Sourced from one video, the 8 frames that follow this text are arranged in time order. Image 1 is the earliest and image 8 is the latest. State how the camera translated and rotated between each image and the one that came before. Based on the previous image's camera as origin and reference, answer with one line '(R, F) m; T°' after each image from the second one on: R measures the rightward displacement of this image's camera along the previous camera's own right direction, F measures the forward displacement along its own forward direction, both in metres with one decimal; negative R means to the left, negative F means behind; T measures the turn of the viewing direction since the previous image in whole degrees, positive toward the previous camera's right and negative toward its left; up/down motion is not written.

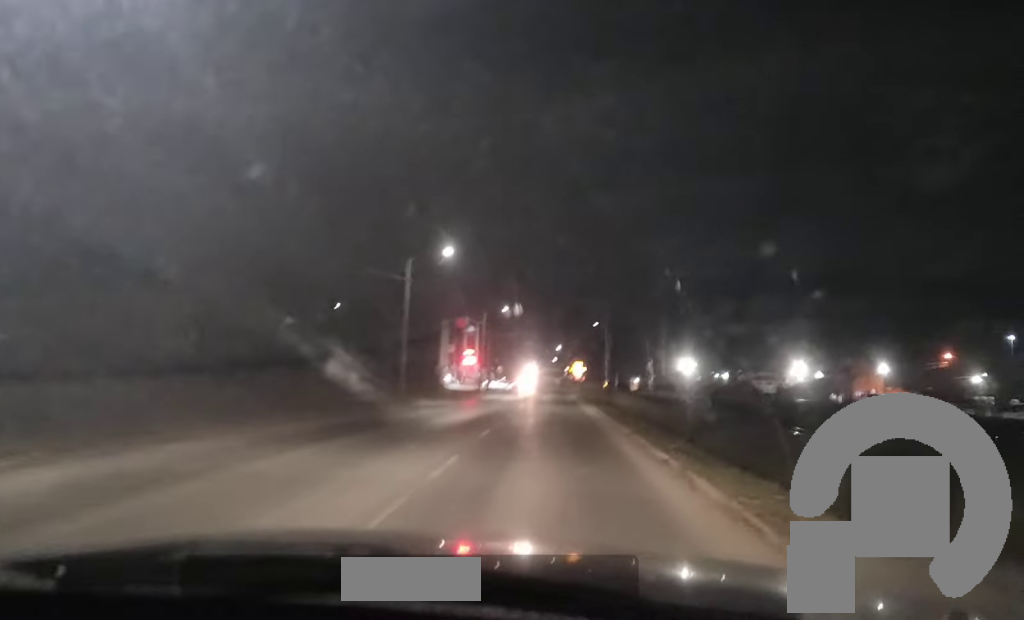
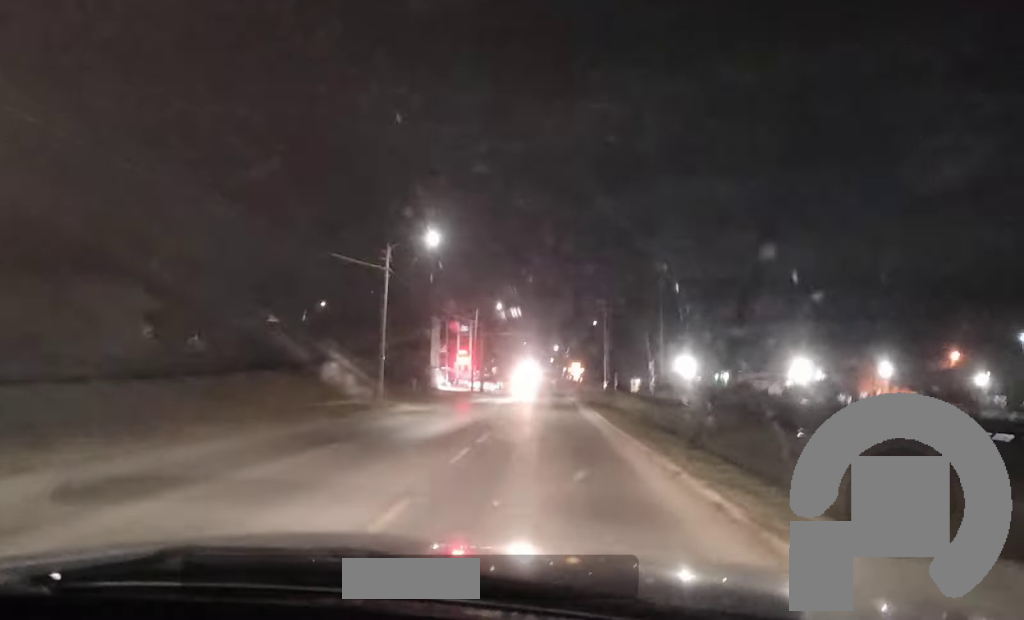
(0.0, +5.0) m; 0°
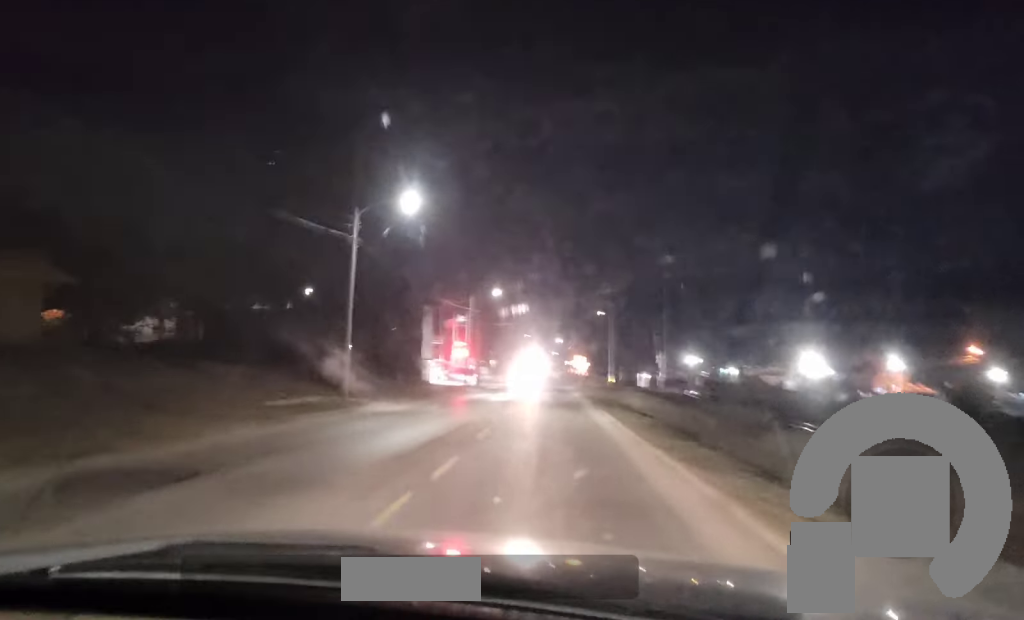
(-0.1, +8.0) m; 0°
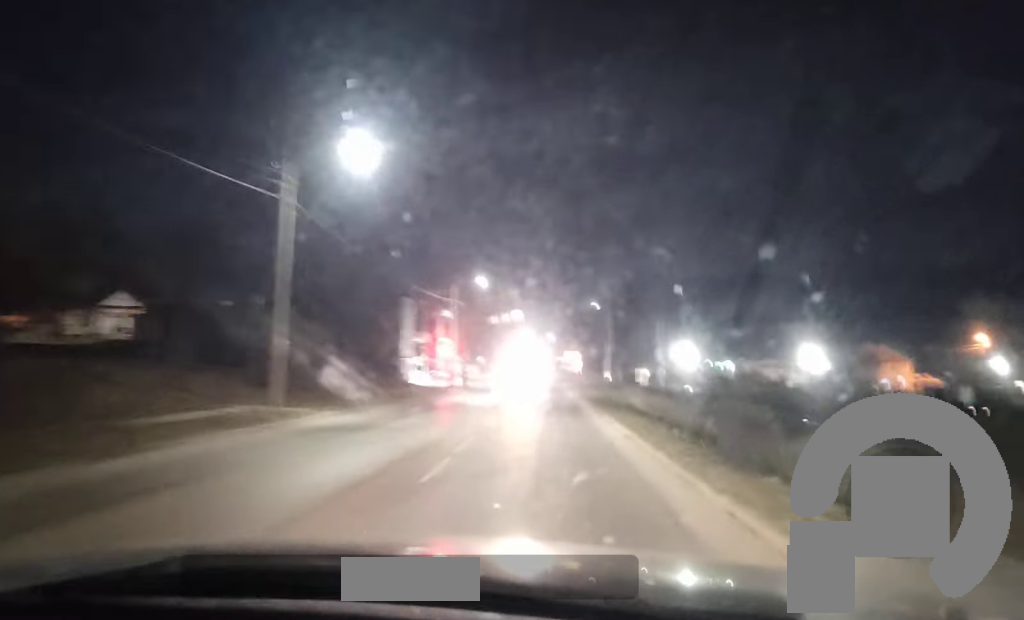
(-0.1, +7.4) m; 0°
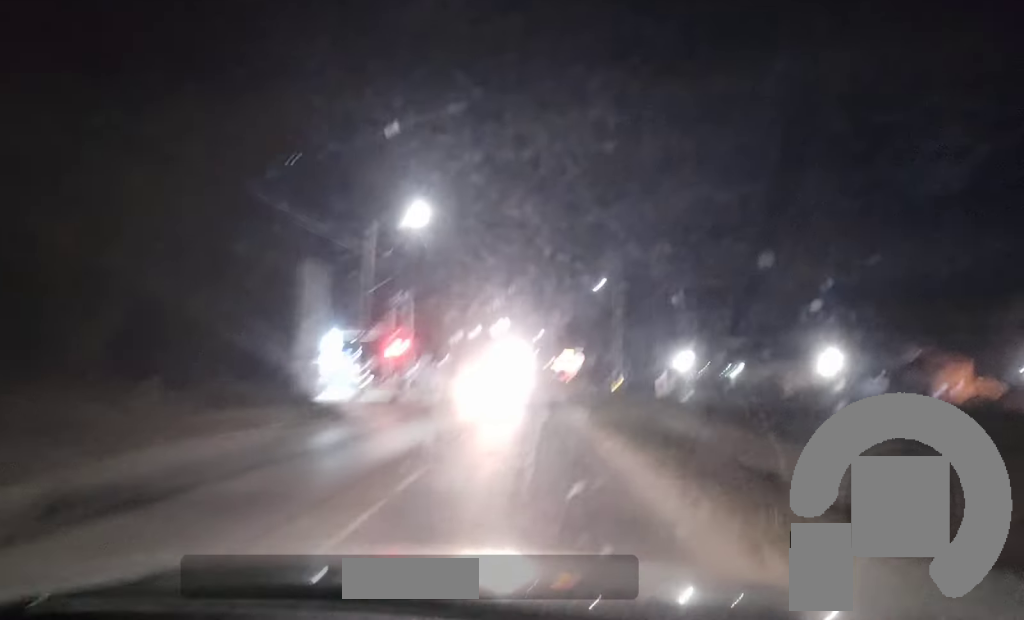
(+0.1, +29.1) m; +1°
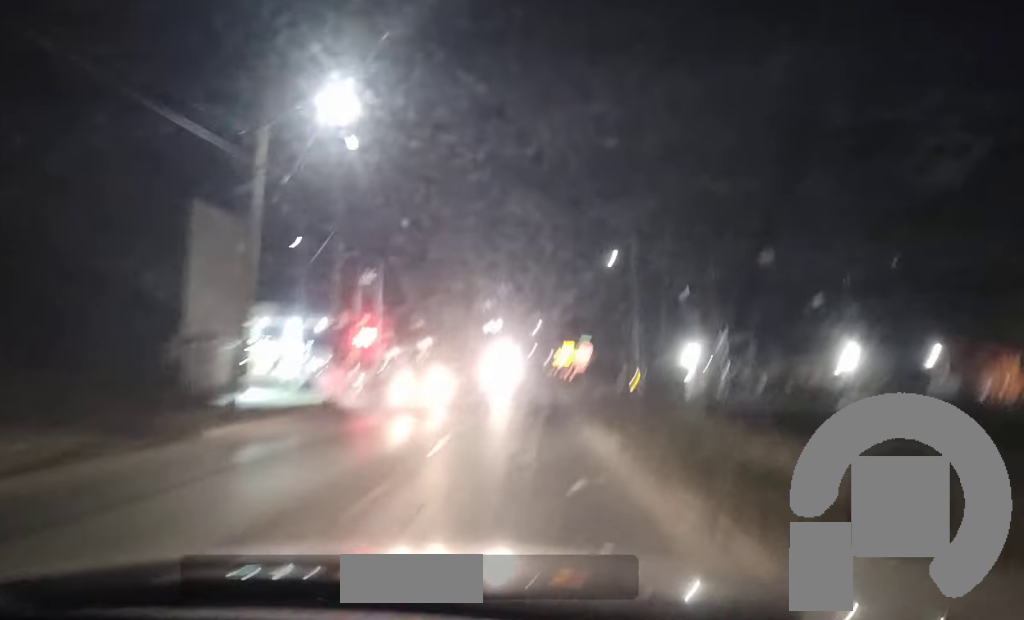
(0.0, +14.5) m; 0°
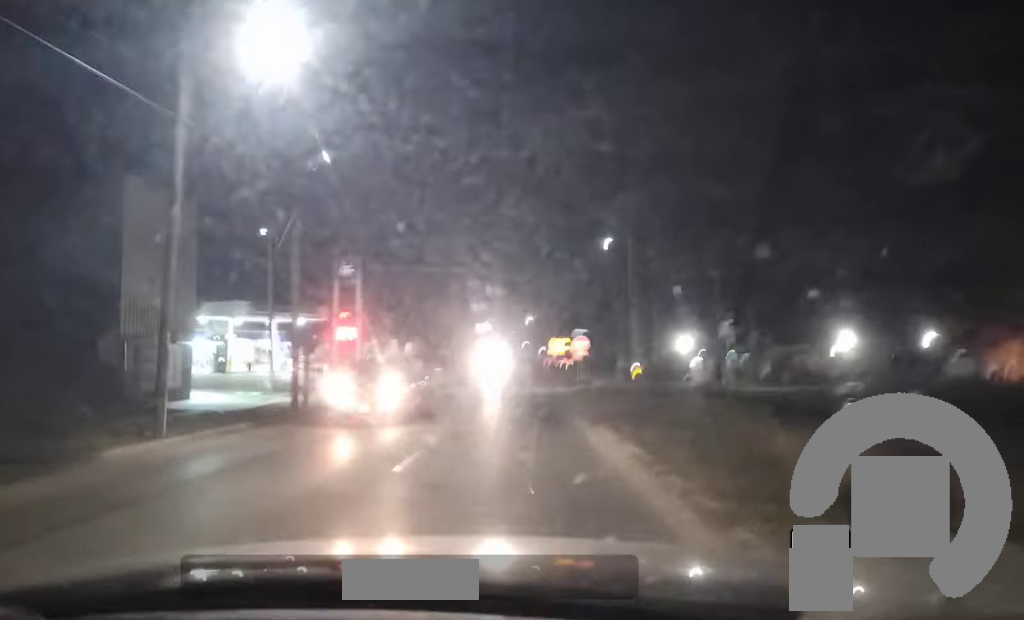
(0.0, +4.7) m; +1°
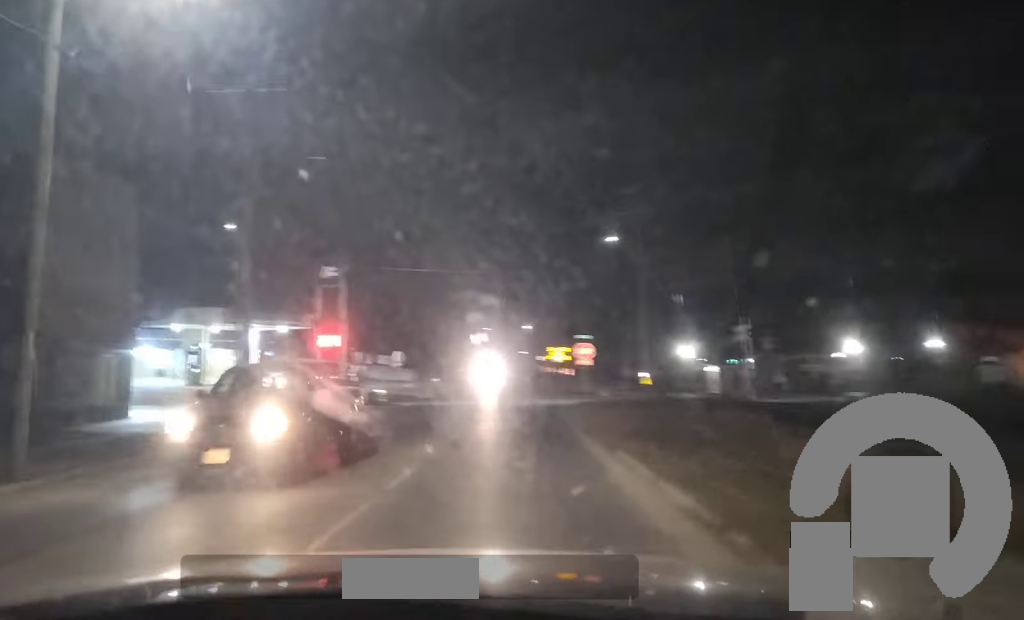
(0.0, +4.6) m; +1°
